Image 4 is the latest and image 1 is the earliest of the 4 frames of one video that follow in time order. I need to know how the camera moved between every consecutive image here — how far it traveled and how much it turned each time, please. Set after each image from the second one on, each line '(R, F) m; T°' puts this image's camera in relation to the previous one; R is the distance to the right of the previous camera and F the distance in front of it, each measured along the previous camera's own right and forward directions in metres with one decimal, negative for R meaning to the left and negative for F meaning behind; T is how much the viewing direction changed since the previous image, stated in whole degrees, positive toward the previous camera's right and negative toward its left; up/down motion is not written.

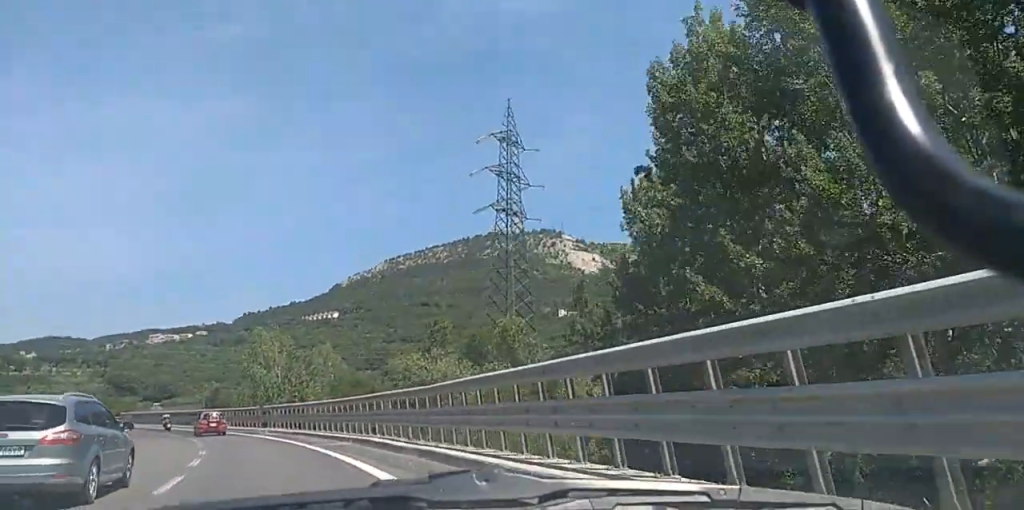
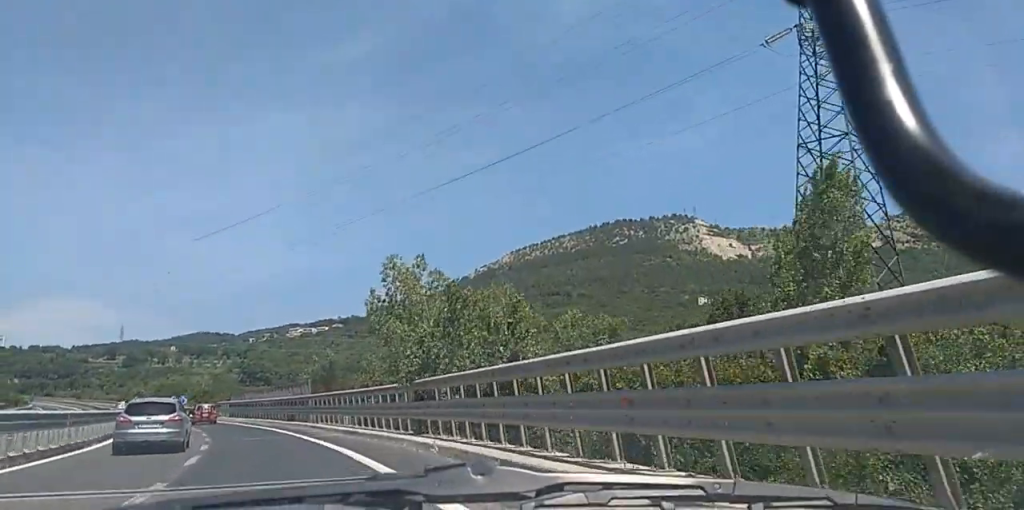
(-1.6, +41.2) m; -7°
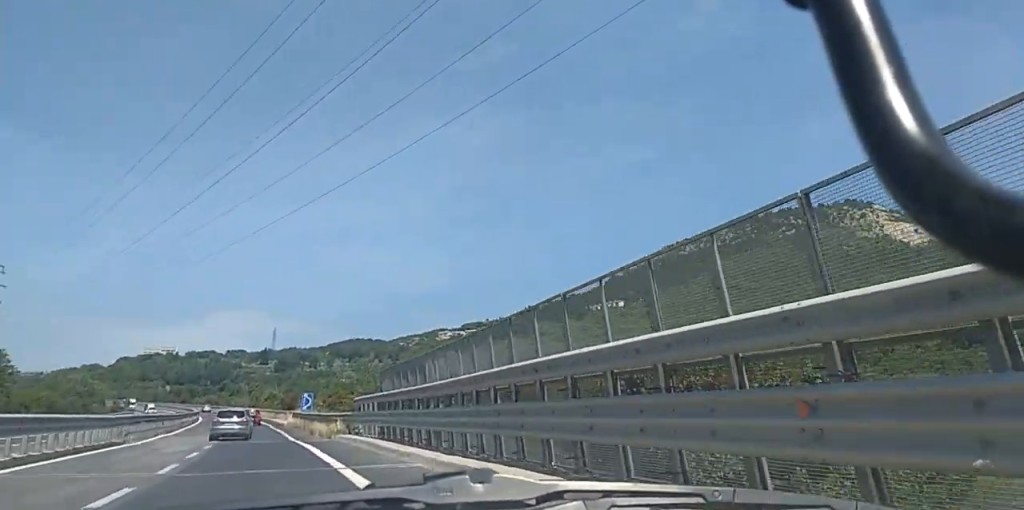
(-4.9, +57.2) m; -11°
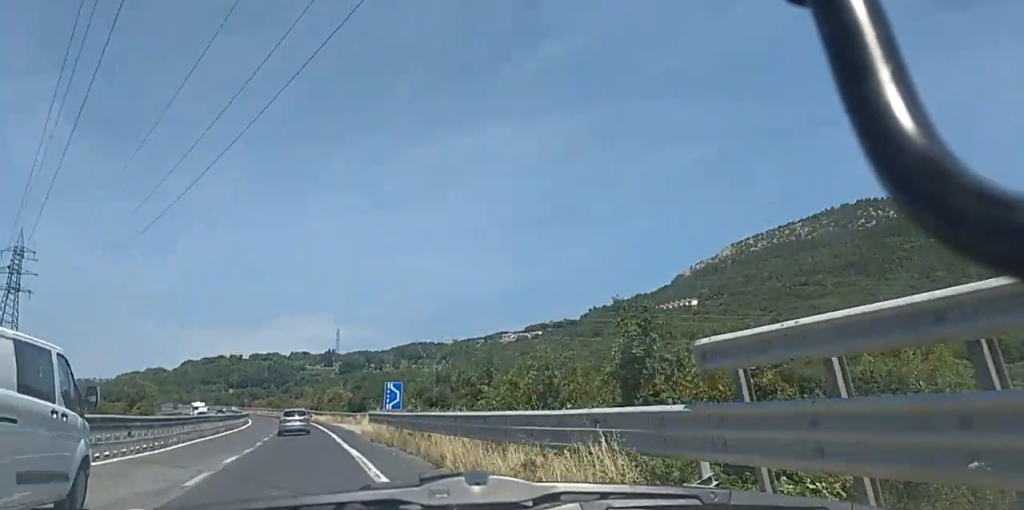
(-1.3, +30.7) m; -5°
